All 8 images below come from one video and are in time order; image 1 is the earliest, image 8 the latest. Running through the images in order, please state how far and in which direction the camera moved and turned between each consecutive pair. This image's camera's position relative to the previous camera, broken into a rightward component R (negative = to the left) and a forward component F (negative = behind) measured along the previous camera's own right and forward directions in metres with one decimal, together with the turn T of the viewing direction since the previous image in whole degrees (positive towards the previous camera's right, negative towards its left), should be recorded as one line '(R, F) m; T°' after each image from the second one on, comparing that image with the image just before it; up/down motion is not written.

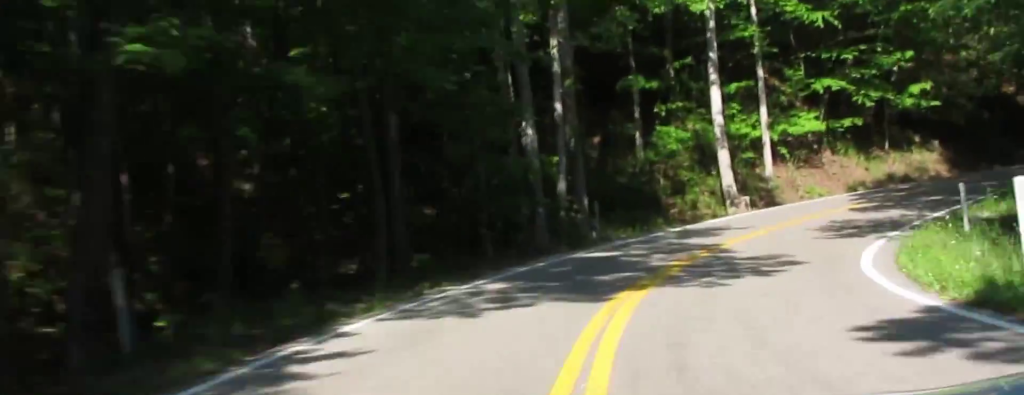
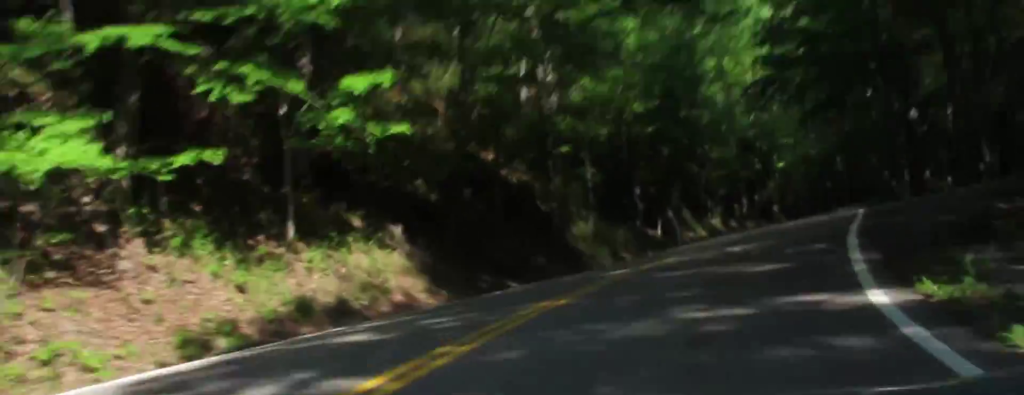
(+4.7, +27.0) m; +22°
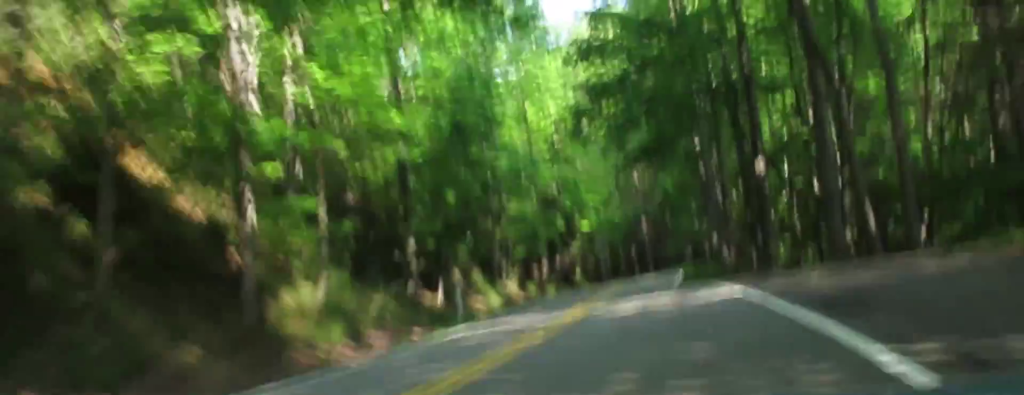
(+0.8, +13.9) m; +9°
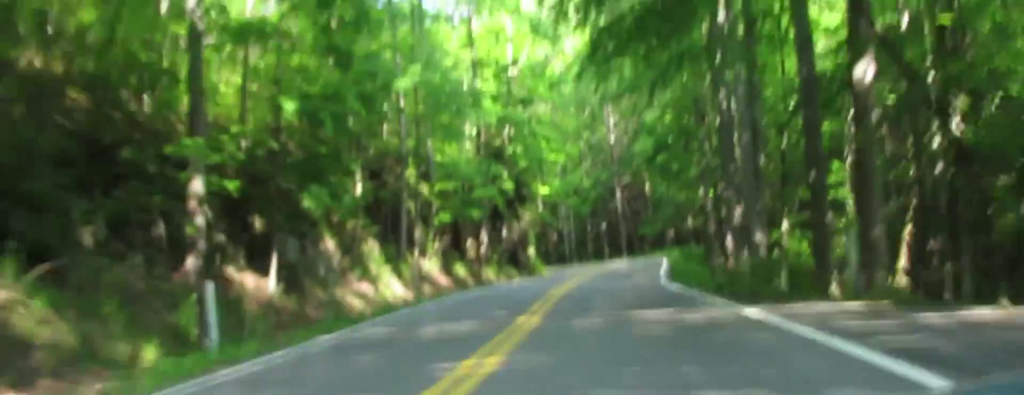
(+2.9, +25.5) m; +1°
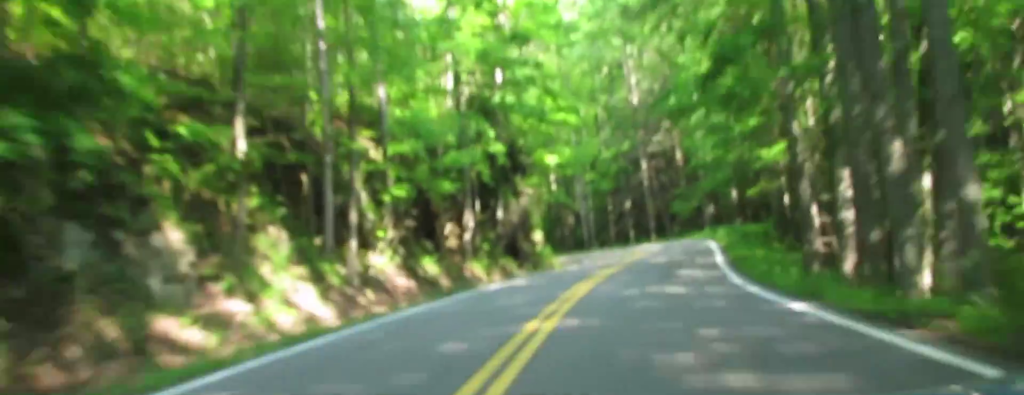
(-1.7, +19.3) m; -3°
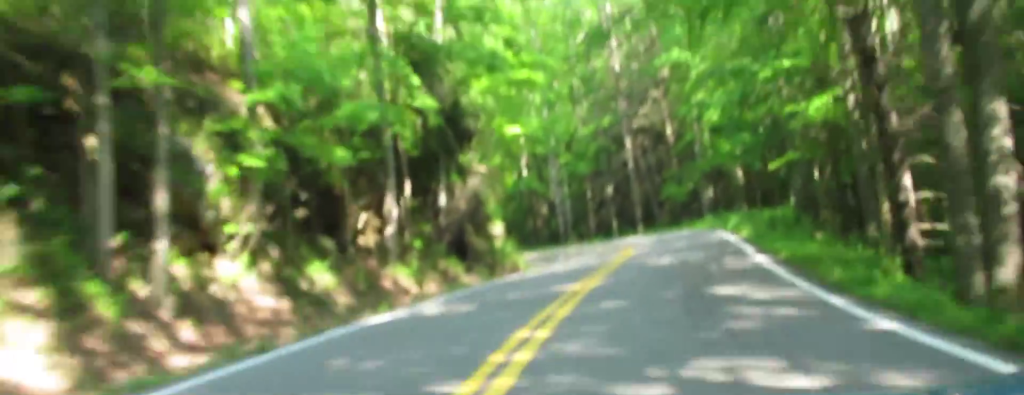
(-0.4, +16.8) m; -4°
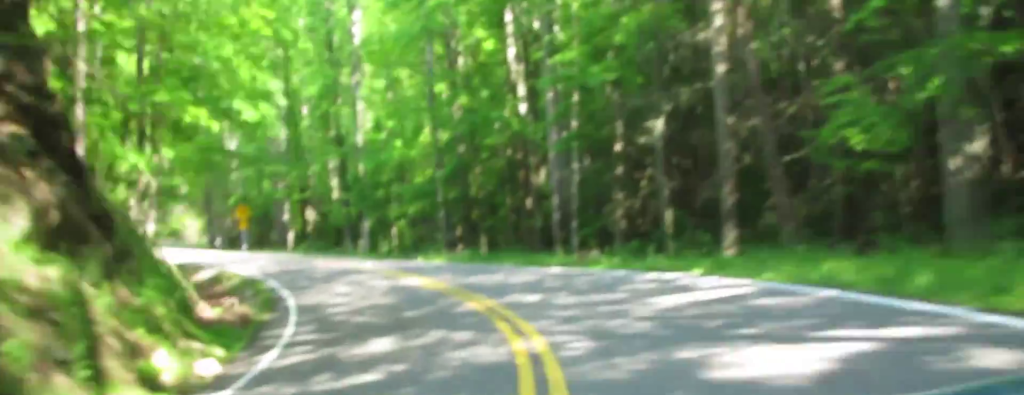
(-9.6, +54.3) m; -22°
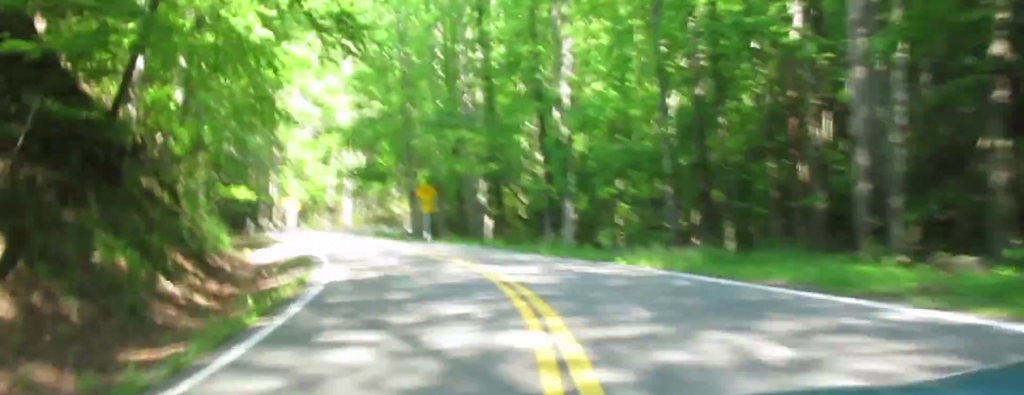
(-1.2, +24.9) m; -5°
